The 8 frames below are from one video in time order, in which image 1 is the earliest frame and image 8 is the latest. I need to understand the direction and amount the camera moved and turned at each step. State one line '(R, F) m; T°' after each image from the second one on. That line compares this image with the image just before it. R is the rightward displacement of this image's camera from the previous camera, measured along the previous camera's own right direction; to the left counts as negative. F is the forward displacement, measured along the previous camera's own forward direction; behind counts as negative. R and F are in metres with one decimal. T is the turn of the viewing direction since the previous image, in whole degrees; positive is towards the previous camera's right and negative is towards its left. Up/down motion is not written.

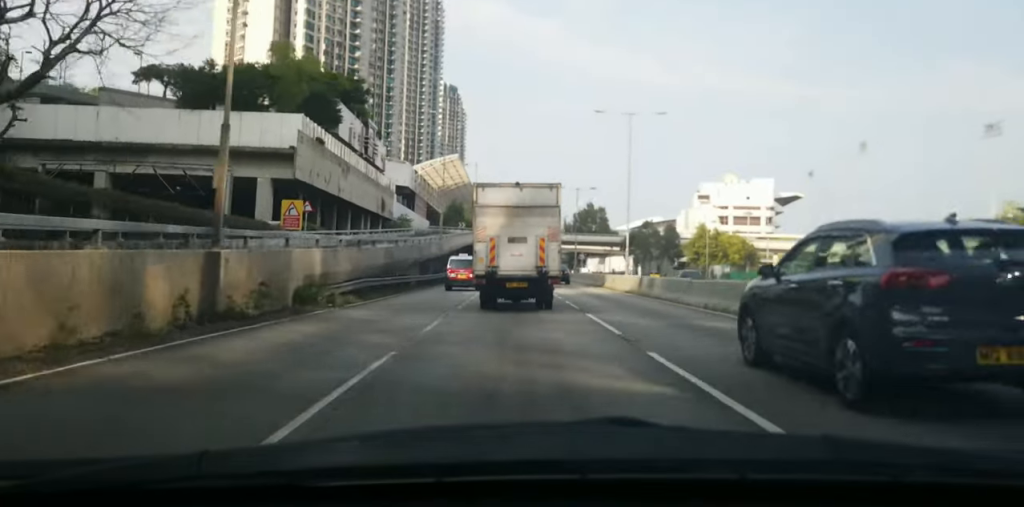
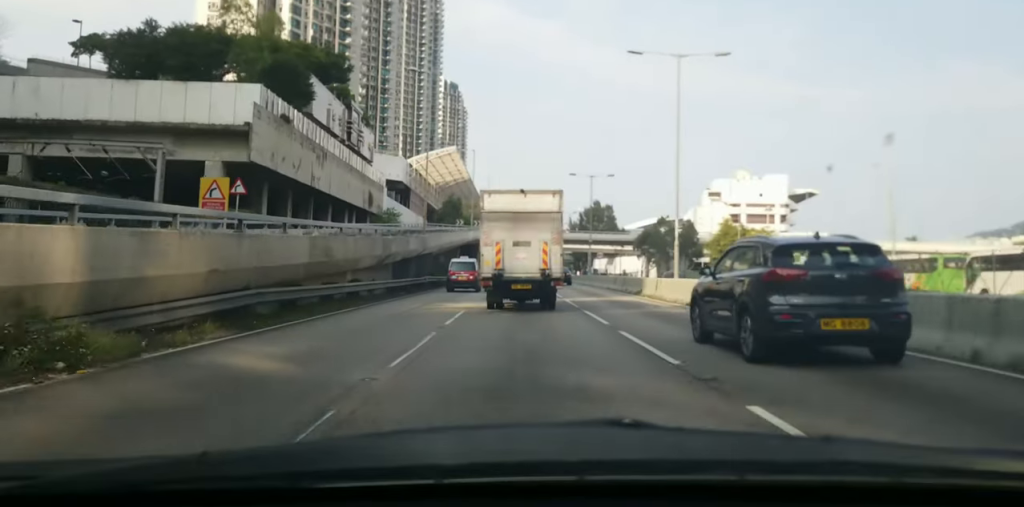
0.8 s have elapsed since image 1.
(-0.6, +13.0) m; +1°
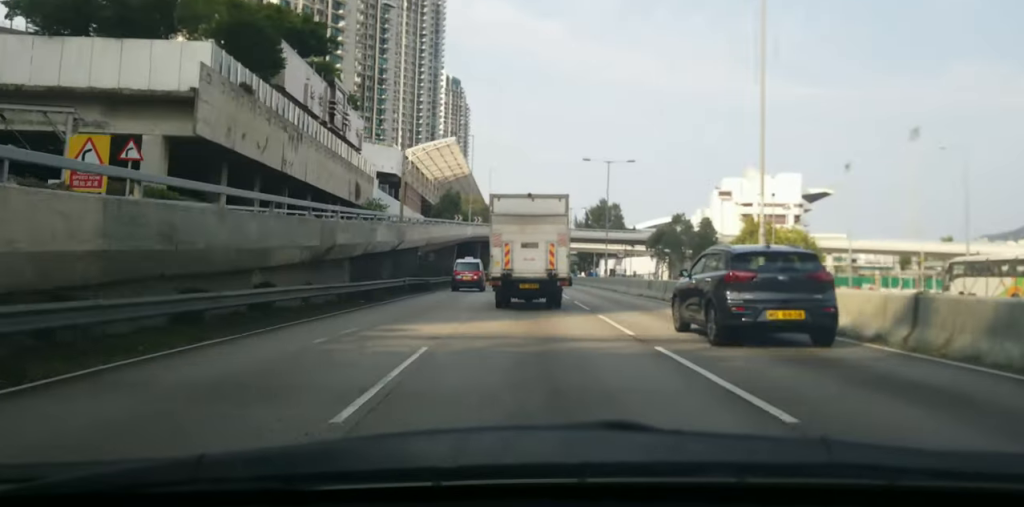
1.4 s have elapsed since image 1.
(+0.3, +11.0) m; +2°
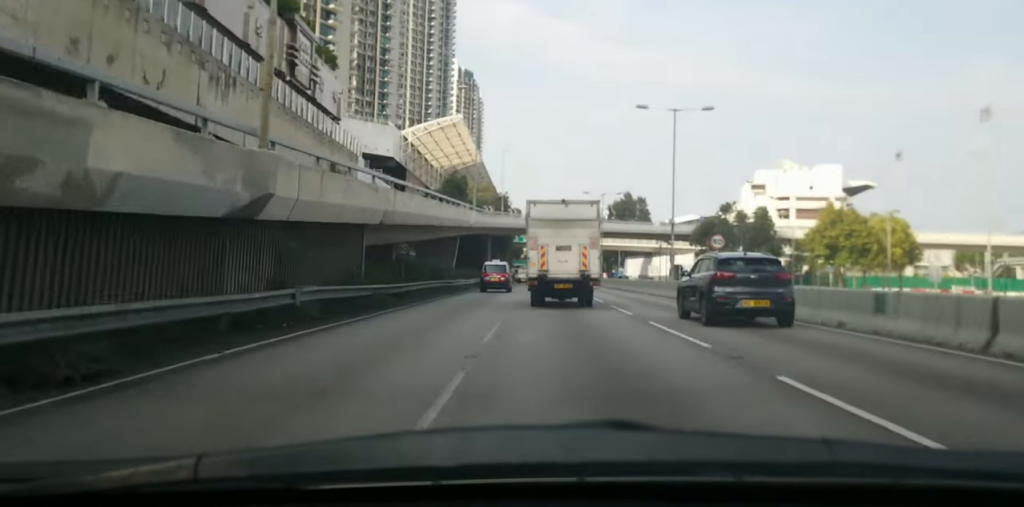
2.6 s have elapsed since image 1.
(+0.6, +21.0) m; +2°
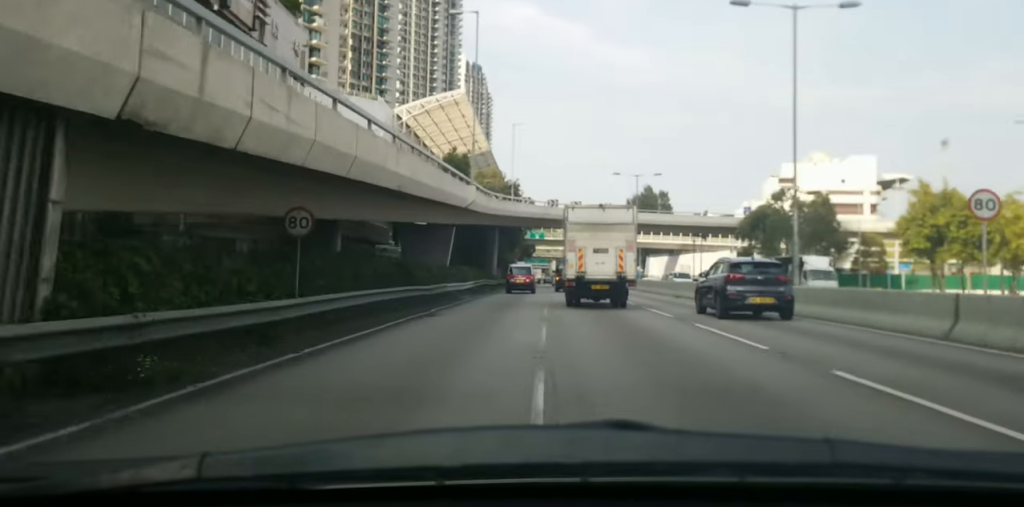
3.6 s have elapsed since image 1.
(0.0, +17.2) m; -1°
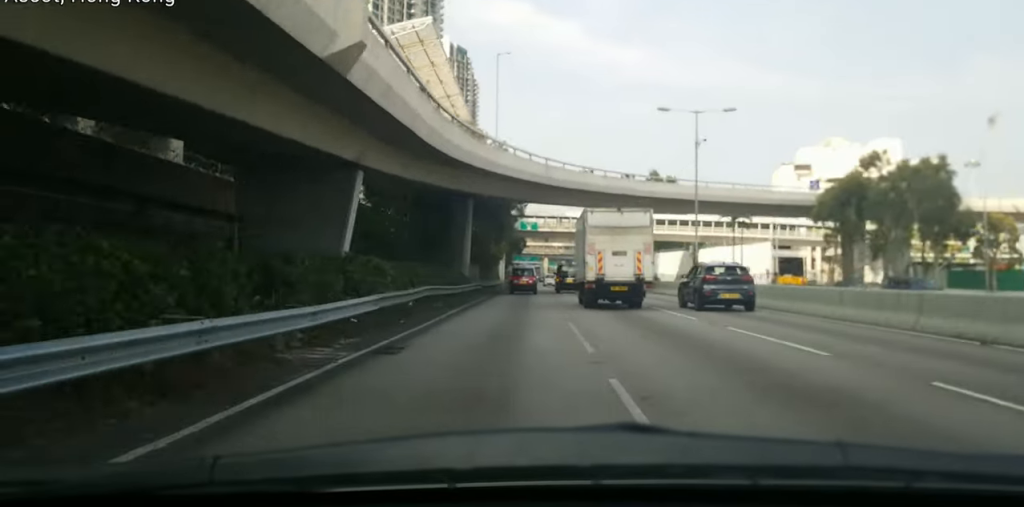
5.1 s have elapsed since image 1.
(-0.8, +28.2) m; -1°
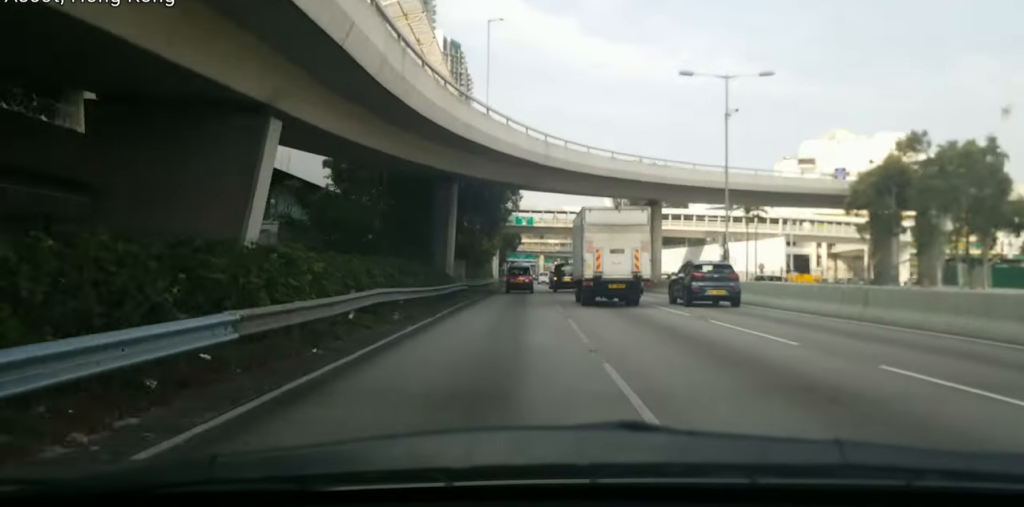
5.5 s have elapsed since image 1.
(+0.2, +7.6) m; +1°
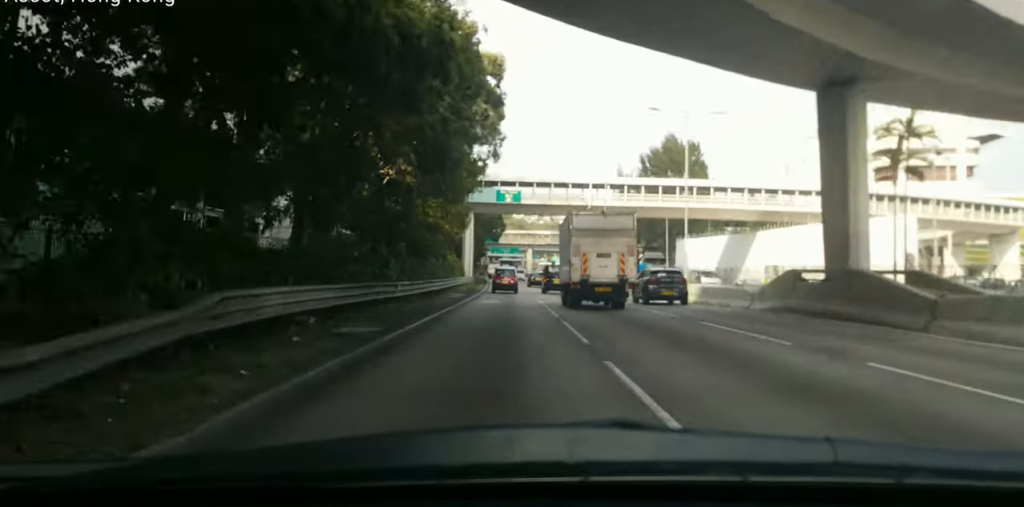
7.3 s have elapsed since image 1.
(+0.8, +35.6) m; +2°
